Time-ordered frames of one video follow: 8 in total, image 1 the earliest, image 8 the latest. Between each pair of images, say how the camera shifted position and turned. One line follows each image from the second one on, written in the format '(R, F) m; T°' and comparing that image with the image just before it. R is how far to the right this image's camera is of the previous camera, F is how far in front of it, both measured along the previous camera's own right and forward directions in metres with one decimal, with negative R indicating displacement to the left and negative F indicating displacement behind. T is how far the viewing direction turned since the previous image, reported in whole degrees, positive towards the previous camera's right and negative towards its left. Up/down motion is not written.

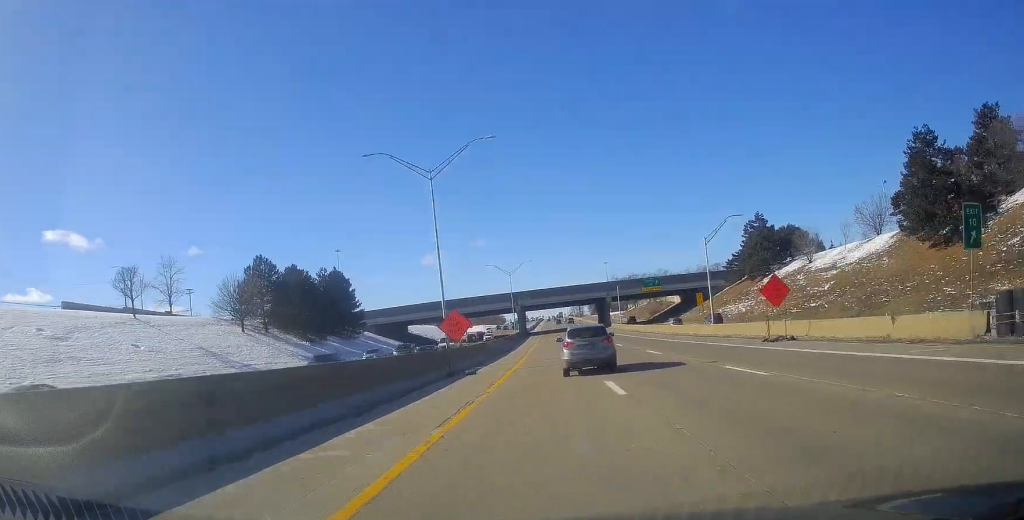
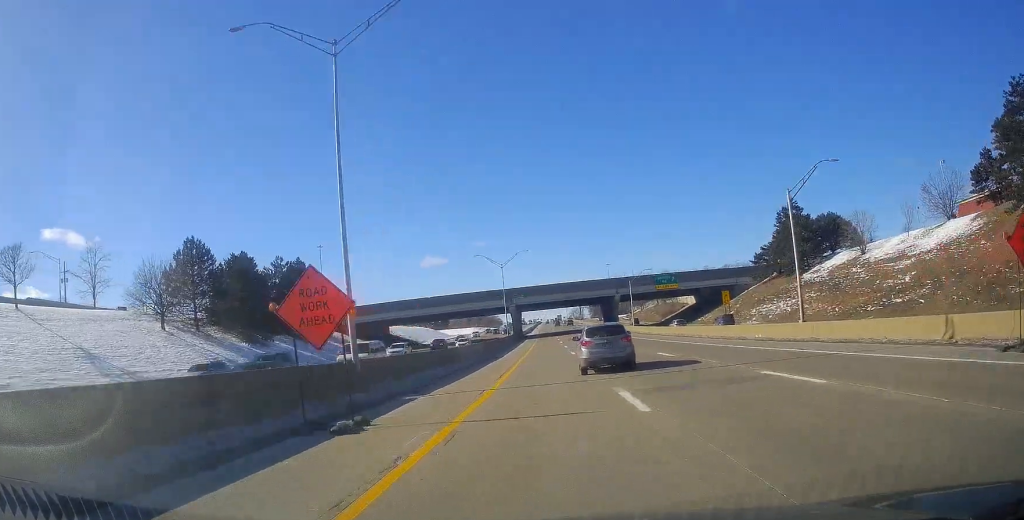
(0.0, +18.6) m; 0°
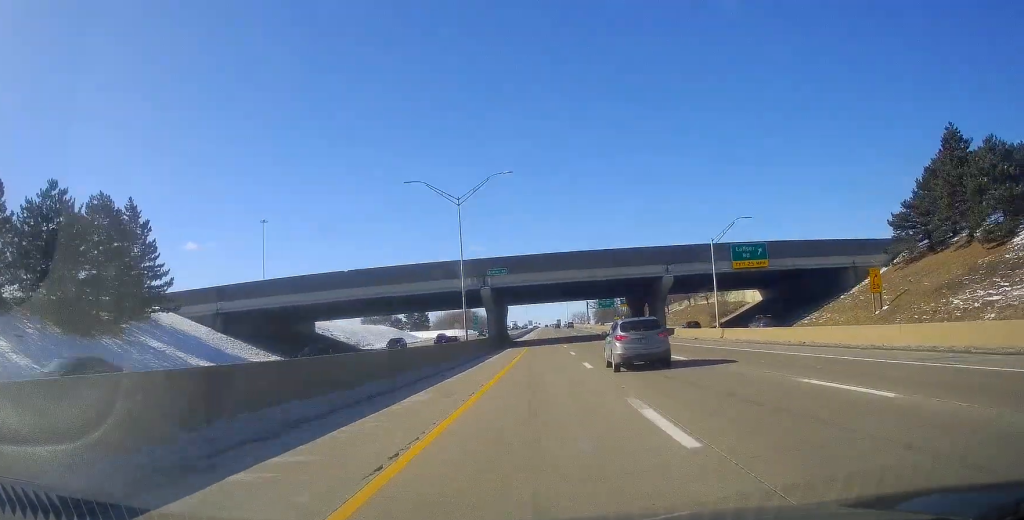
(0.0, +48.6) m; 0°
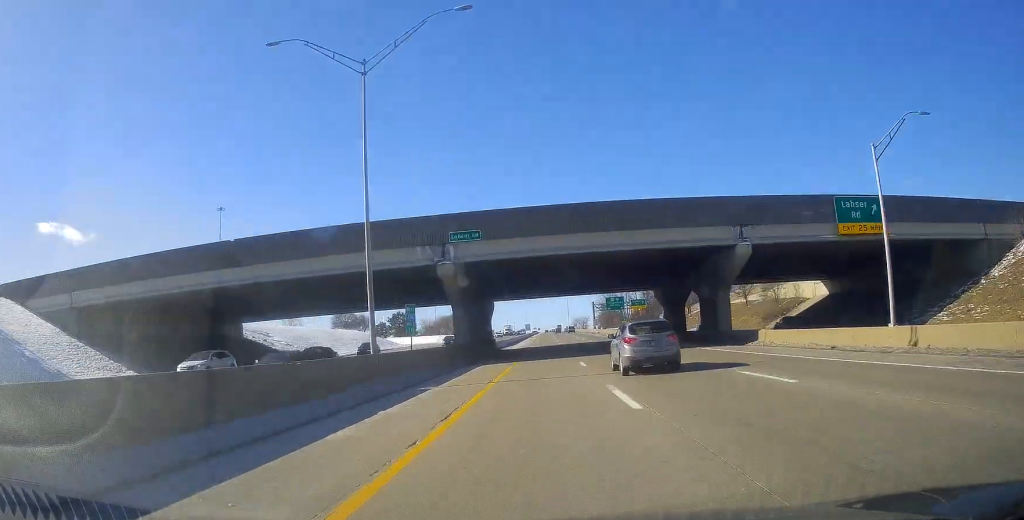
(+0.1, +26.2) m; 0°
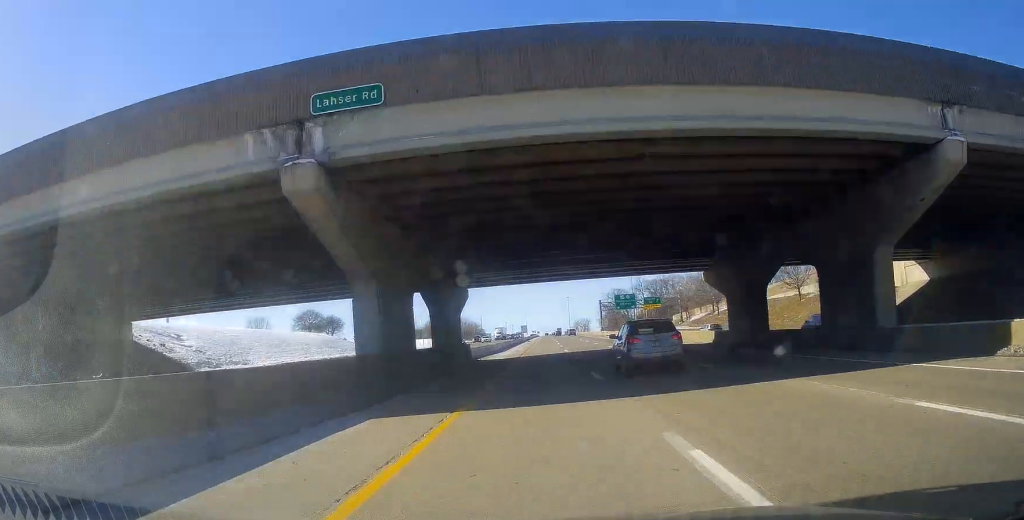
(-0.2, +23.7) m; -1°
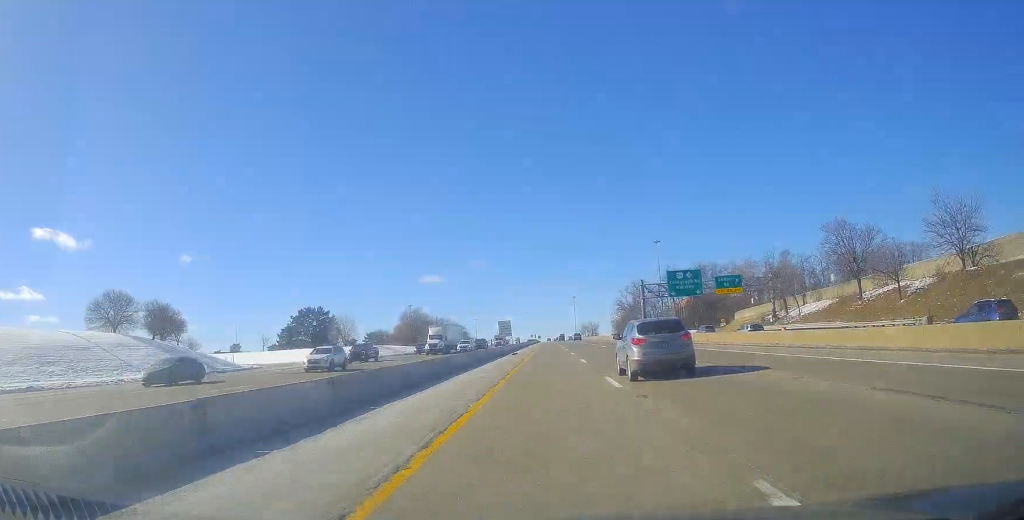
(-0.8, +64.2) m; 0°
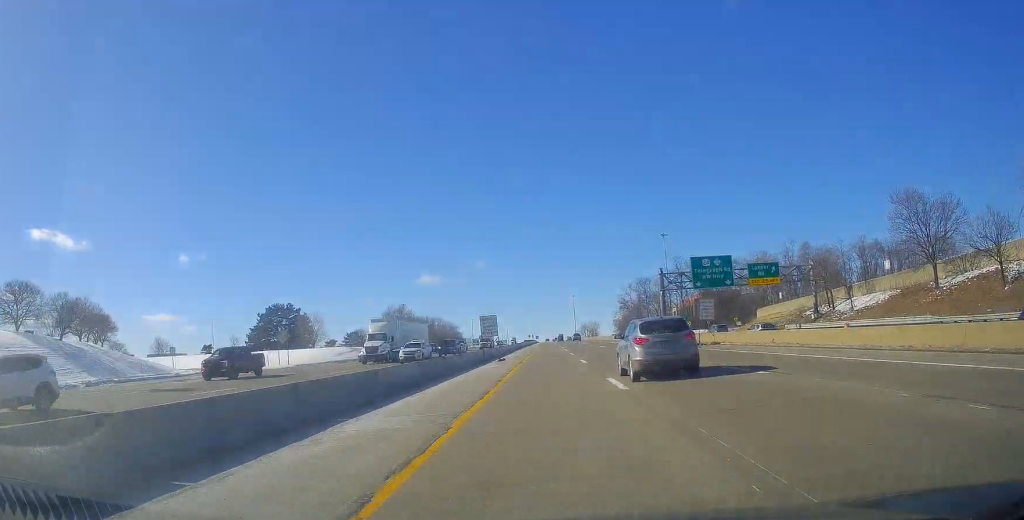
(-0.1, +16.0) m; 0°
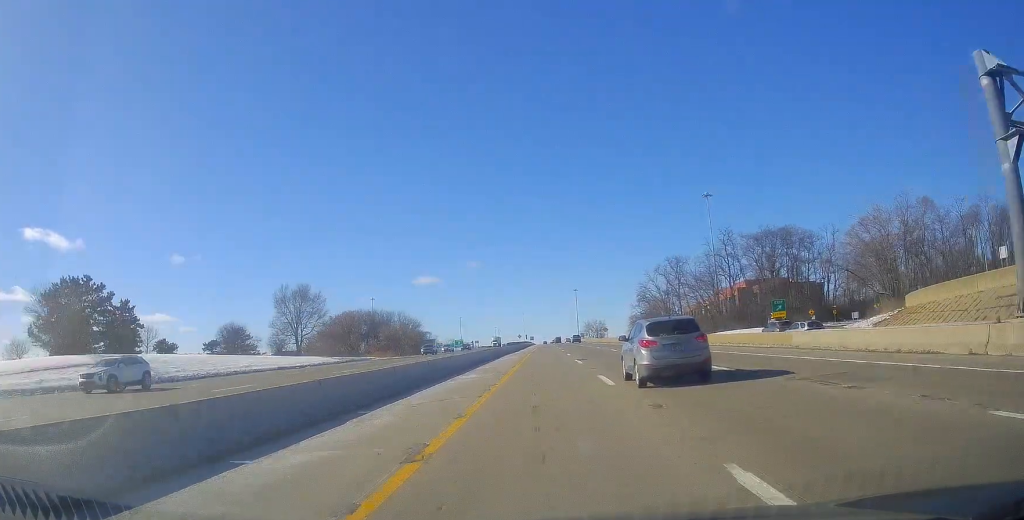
(+0.8, +58.8) m; 0°
